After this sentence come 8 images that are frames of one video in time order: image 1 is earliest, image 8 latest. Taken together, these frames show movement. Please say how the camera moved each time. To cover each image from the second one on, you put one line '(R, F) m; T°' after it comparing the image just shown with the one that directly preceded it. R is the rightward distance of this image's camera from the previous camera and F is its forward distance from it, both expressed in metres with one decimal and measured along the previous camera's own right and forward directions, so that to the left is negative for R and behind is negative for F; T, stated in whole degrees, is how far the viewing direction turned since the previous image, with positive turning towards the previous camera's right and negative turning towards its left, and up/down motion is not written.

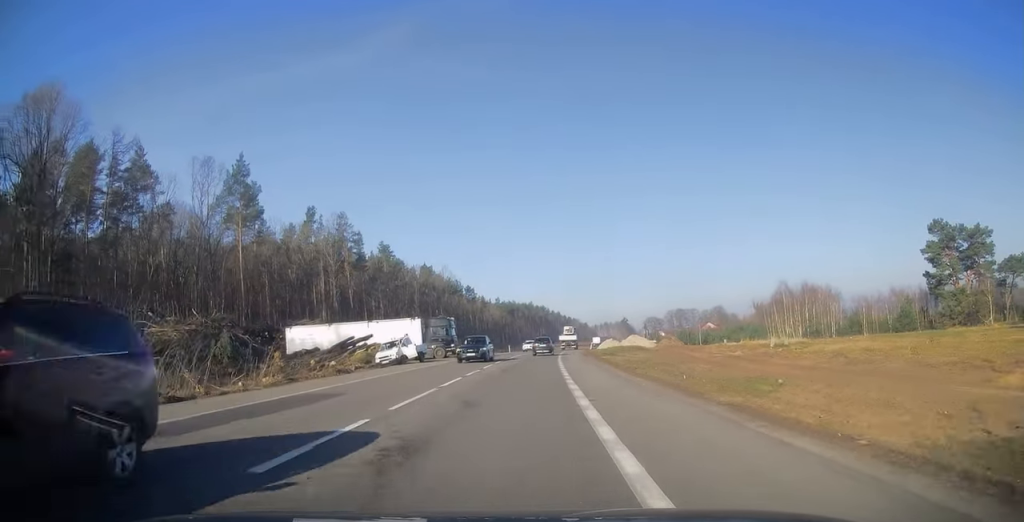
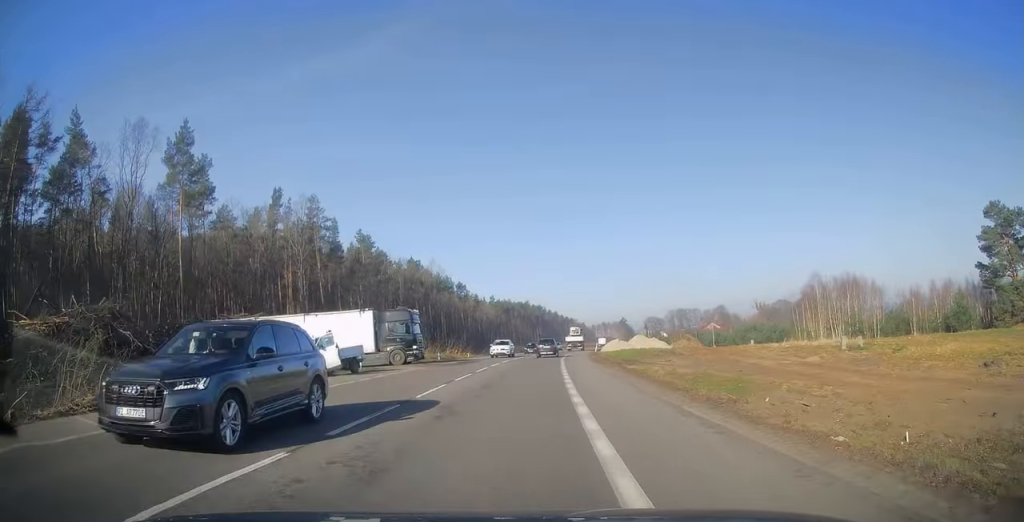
(-0.1, +15.1) m; 0°
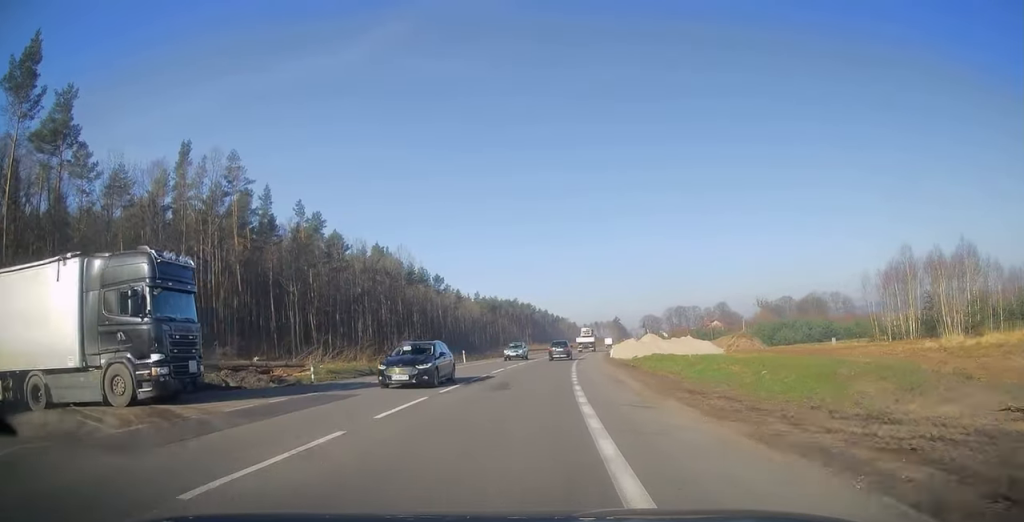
(+0.5, +28.1) m; +2°
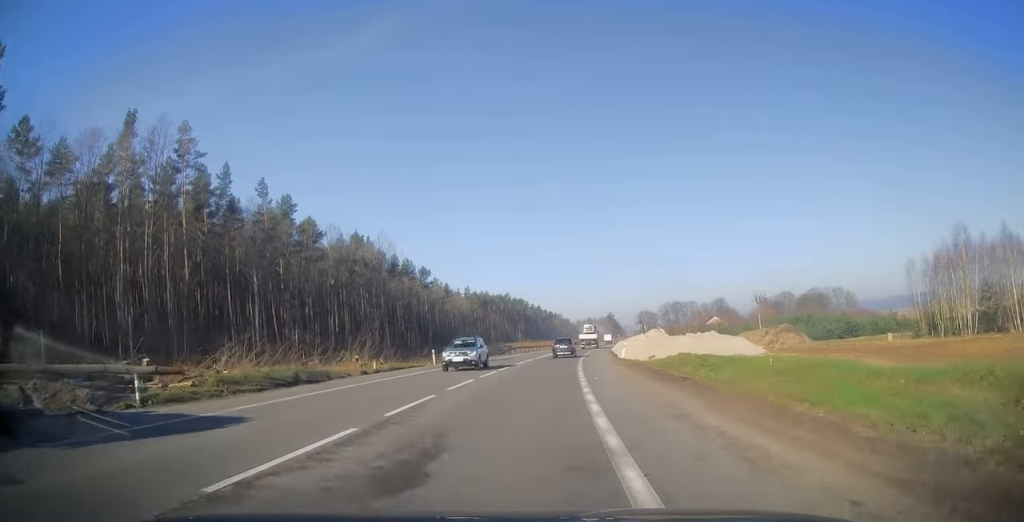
(0.0, +11.9) m; +1°
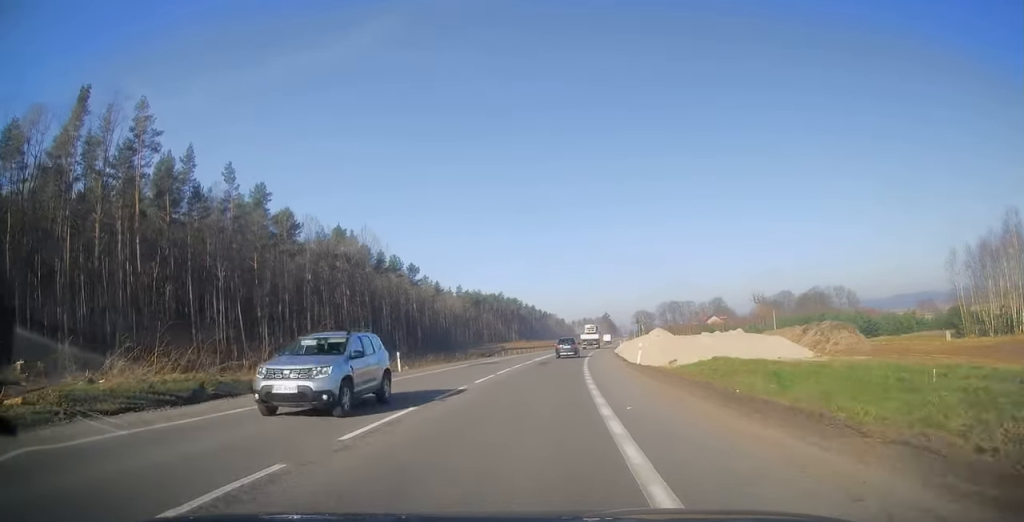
(+0.1, +8.8) m; +1°
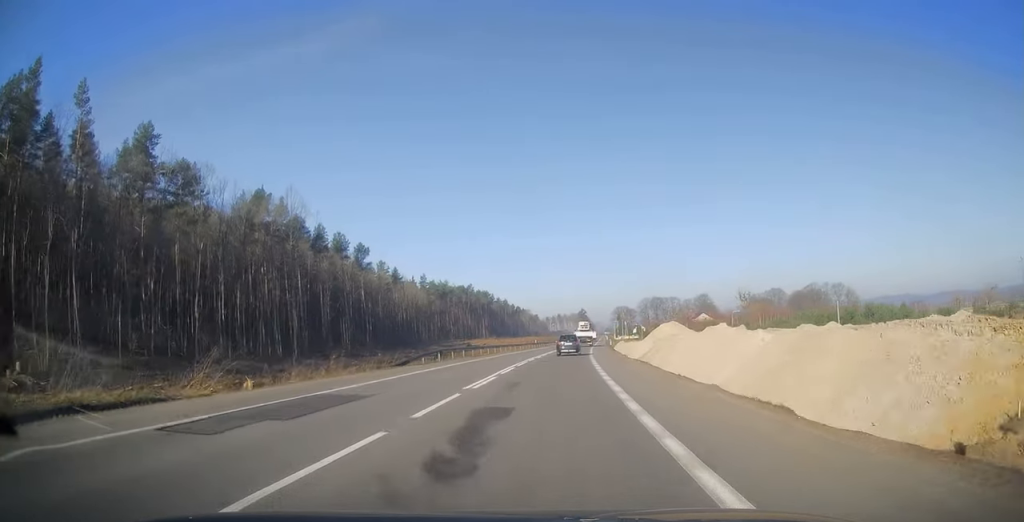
(+0.5, +27.9) m; +1°
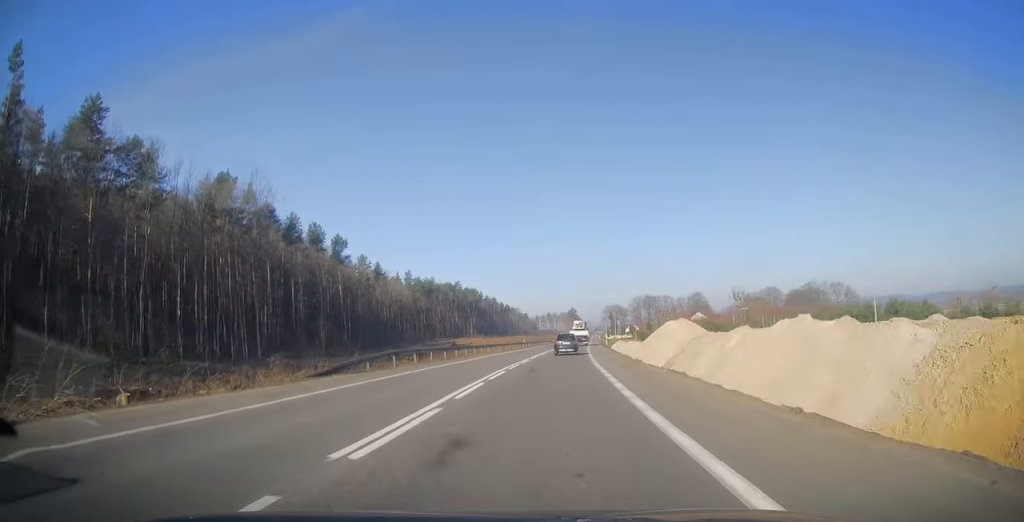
(0.0, +9.8) m; +1°
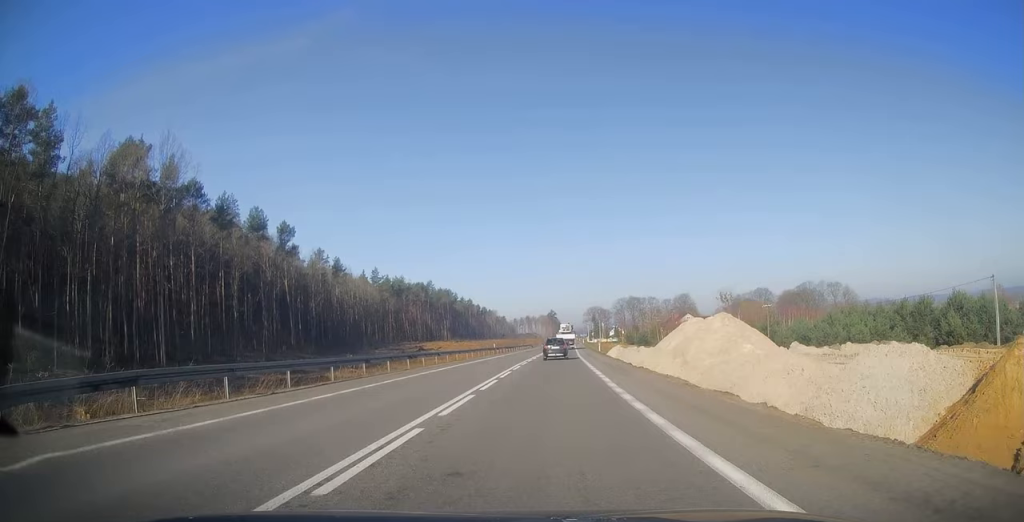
(+0.3, +19.8) m; +2°
